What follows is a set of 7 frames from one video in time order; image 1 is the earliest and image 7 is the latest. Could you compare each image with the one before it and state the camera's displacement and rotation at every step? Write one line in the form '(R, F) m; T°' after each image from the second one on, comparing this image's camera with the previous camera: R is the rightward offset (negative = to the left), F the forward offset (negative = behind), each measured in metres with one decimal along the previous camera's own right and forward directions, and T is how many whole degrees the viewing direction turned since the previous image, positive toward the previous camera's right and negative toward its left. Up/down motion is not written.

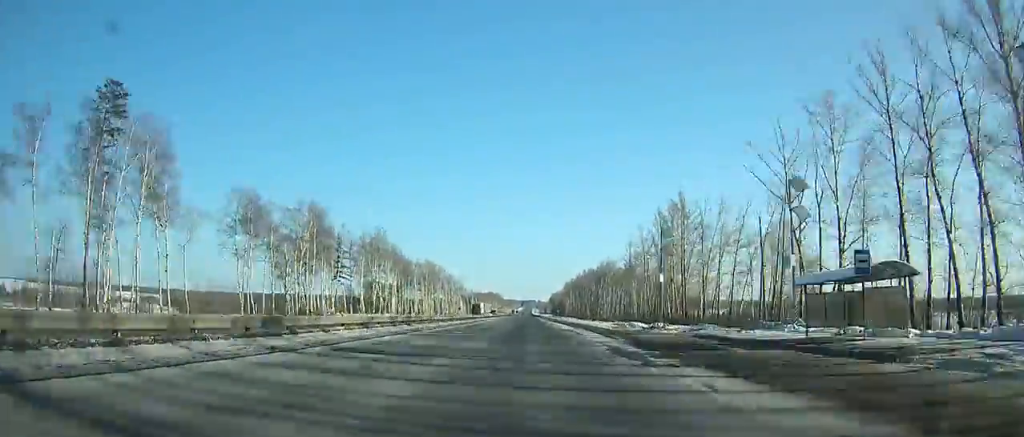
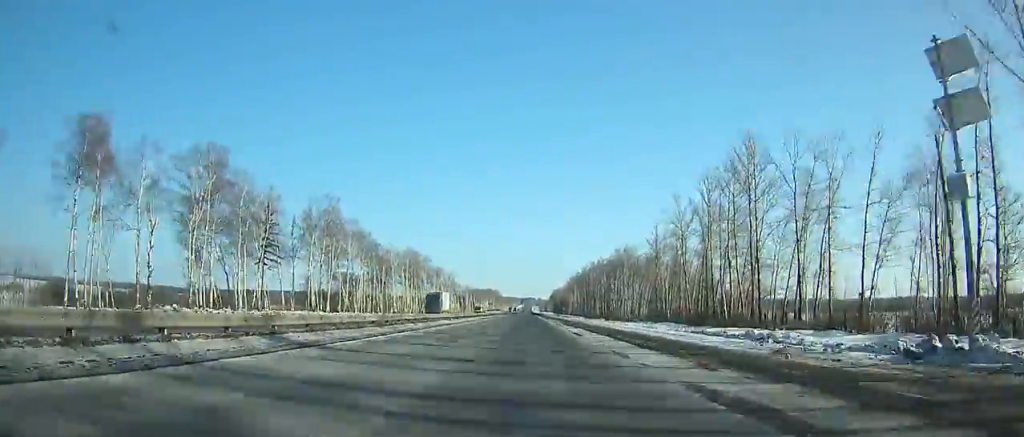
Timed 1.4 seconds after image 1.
(0.0, +37.6) m; 0°
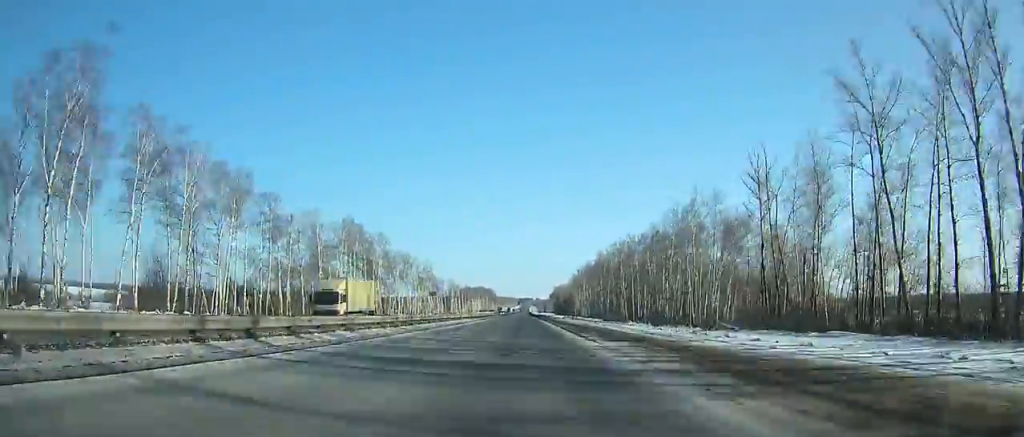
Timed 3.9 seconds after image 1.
(-0.1, +68.0) m; 0°
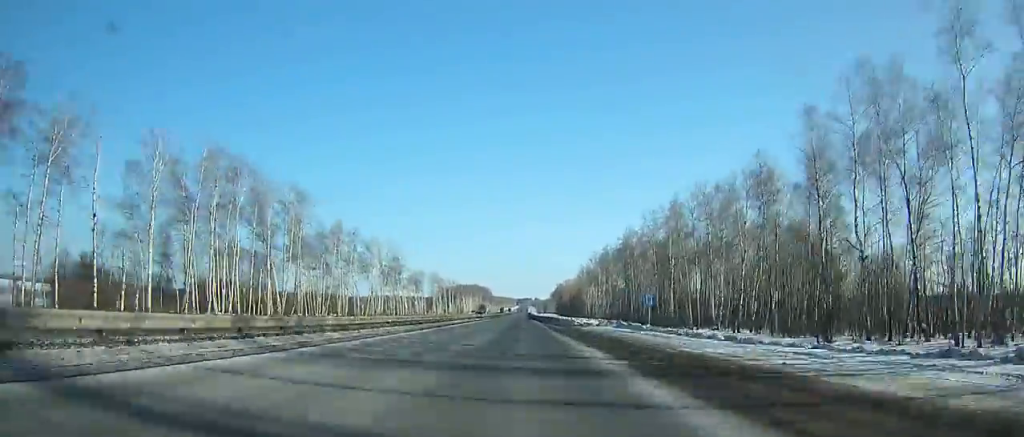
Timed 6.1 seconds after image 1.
(0.0, +60.4) m; 0°
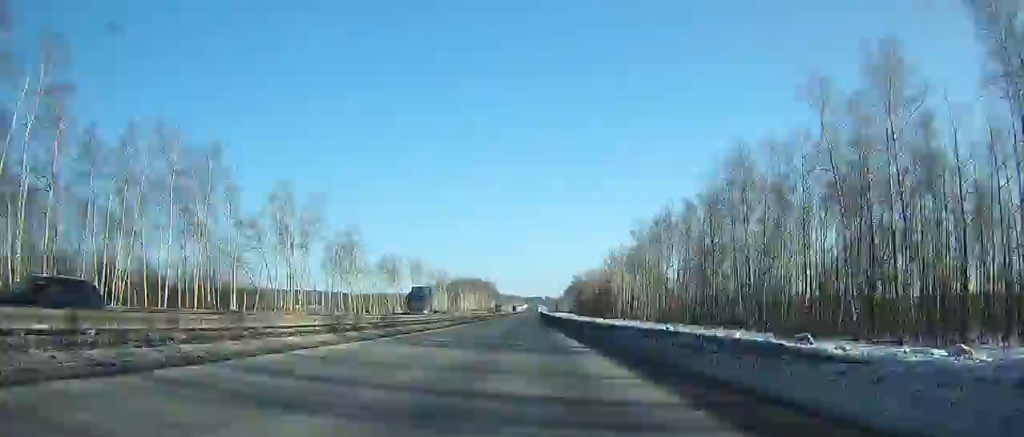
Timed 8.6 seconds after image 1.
(-0.1, +69.1) m; 0°
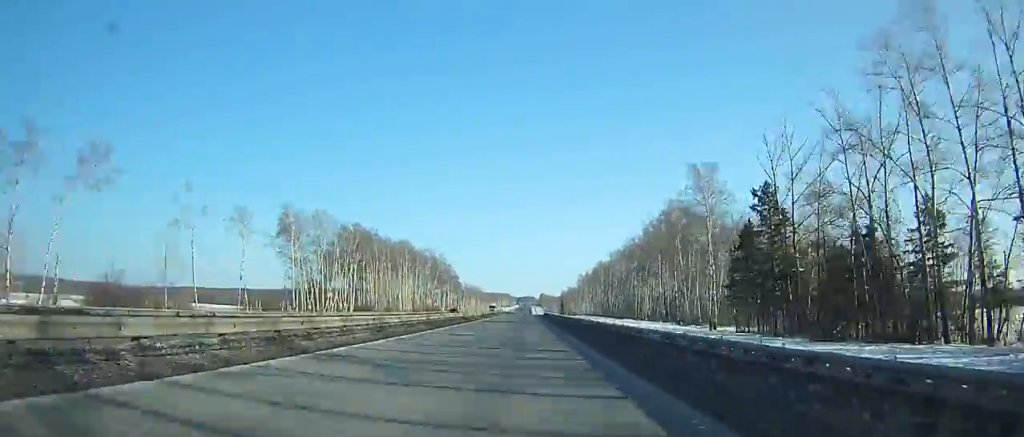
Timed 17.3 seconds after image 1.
(+1.3, +241.8) m; +1°
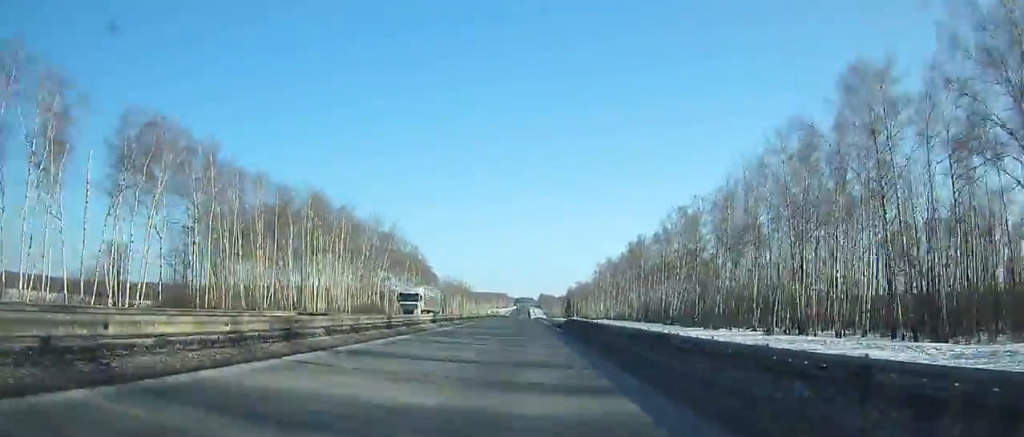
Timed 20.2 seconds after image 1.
(+0.1, +79.9) m; 0°
